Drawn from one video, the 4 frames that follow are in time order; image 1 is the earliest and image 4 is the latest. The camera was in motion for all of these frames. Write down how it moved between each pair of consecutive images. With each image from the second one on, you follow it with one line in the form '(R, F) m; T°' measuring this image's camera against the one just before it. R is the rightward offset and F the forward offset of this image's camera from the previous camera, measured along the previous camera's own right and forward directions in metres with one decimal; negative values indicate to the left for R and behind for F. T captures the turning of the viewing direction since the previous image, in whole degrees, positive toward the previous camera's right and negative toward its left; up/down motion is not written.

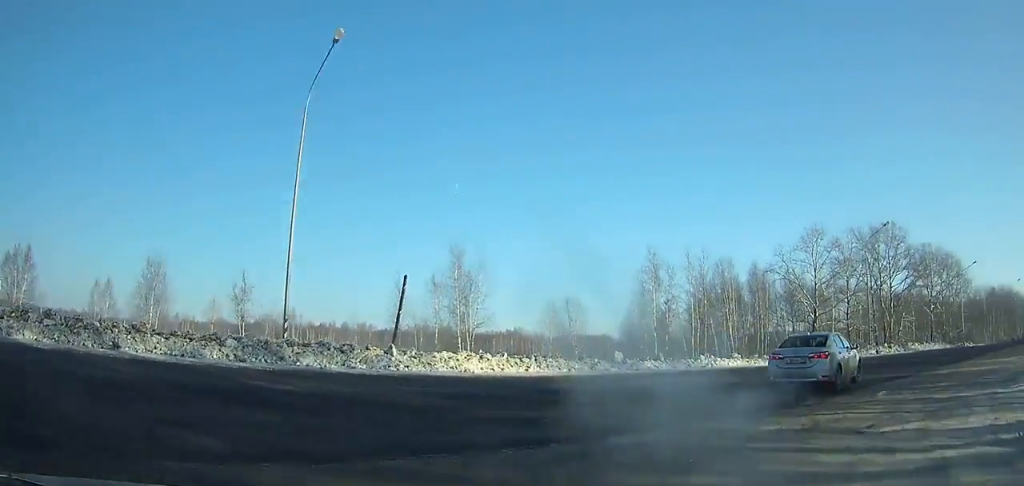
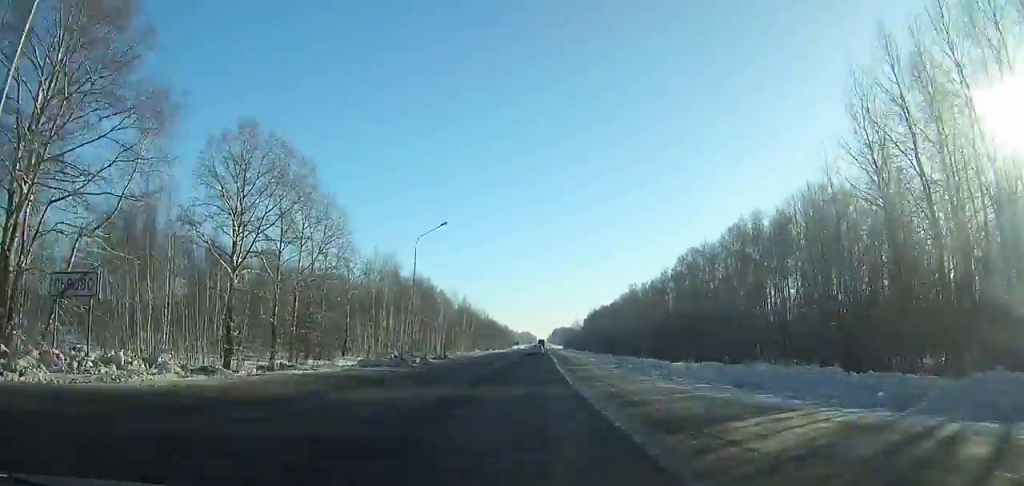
(+38.1, +90.4) m; +28°
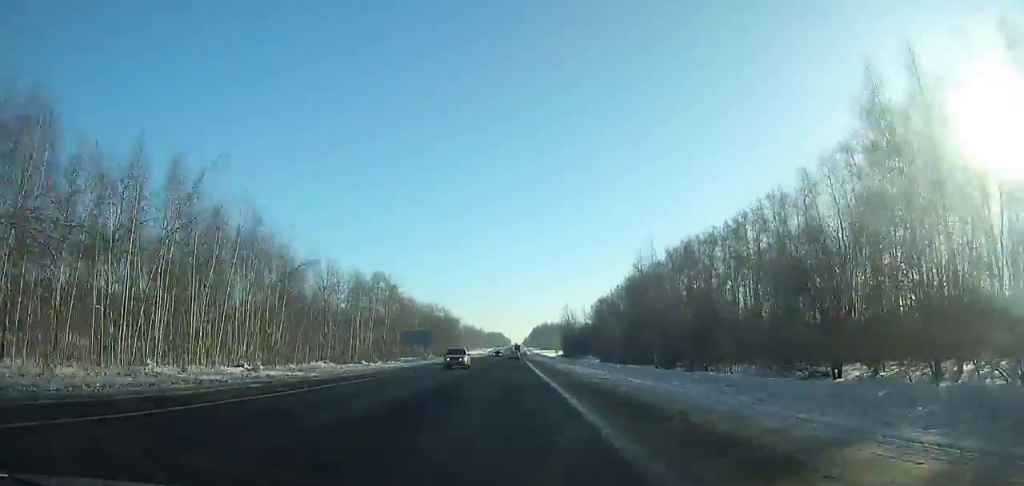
(+2.0, +241.3) m; 0°
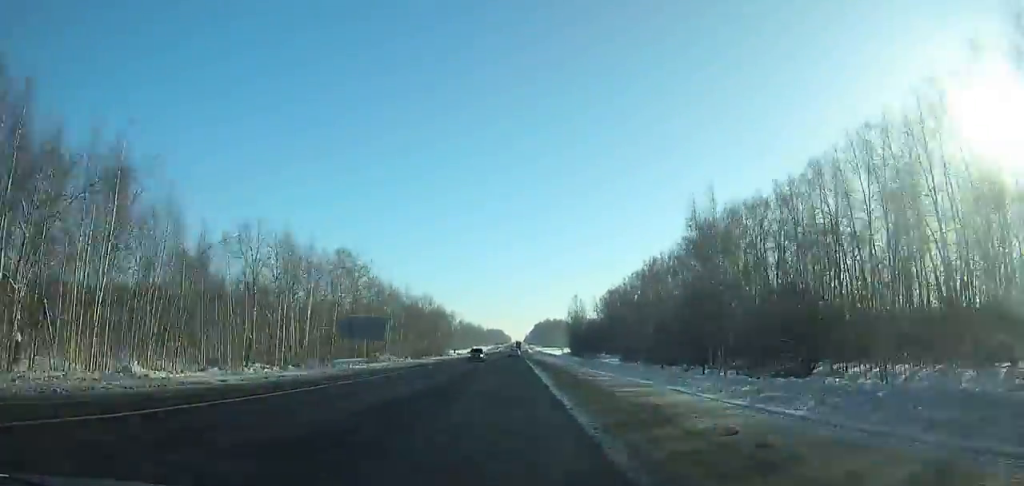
(0.0, +28.0) m; 0°
